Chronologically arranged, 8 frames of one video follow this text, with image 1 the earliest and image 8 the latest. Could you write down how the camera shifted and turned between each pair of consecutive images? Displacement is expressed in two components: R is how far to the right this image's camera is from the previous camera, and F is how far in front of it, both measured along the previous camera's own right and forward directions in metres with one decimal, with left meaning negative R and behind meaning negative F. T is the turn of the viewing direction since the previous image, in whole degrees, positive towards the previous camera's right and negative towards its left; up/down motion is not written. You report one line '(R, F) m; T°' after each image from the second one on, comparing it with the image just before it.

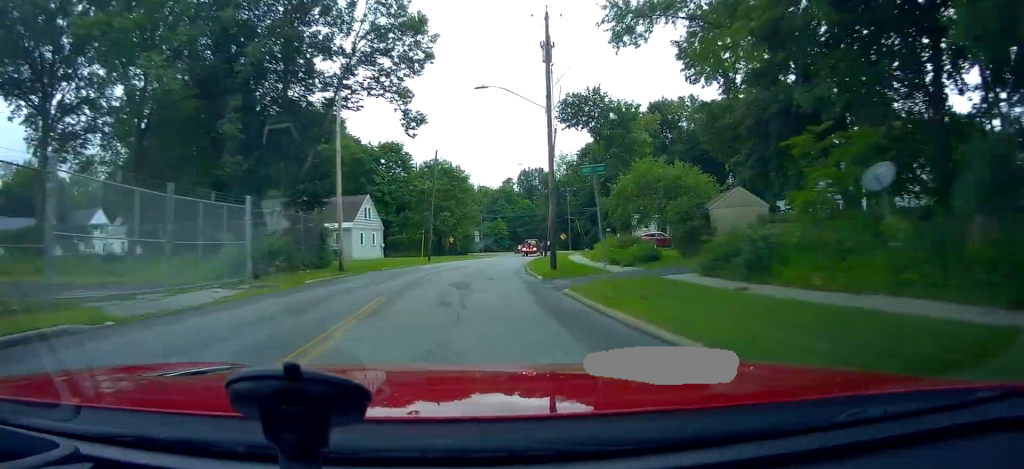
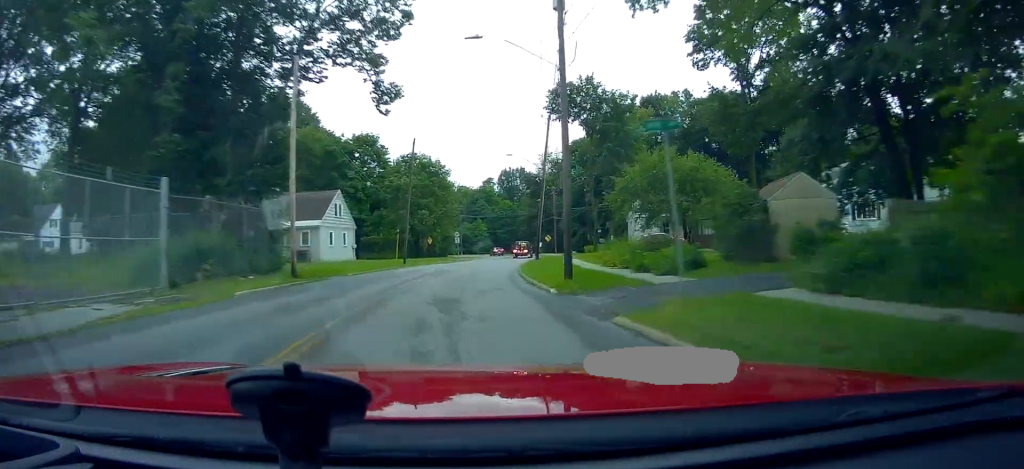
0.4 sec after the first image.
(+0.3, +5.6) m; +3°
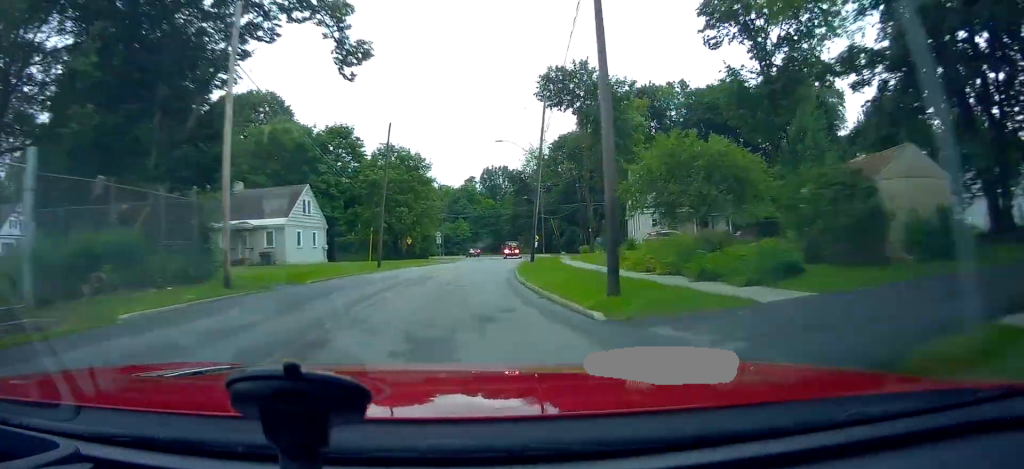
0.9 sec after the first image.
(0.0, +5.6) m; 0°
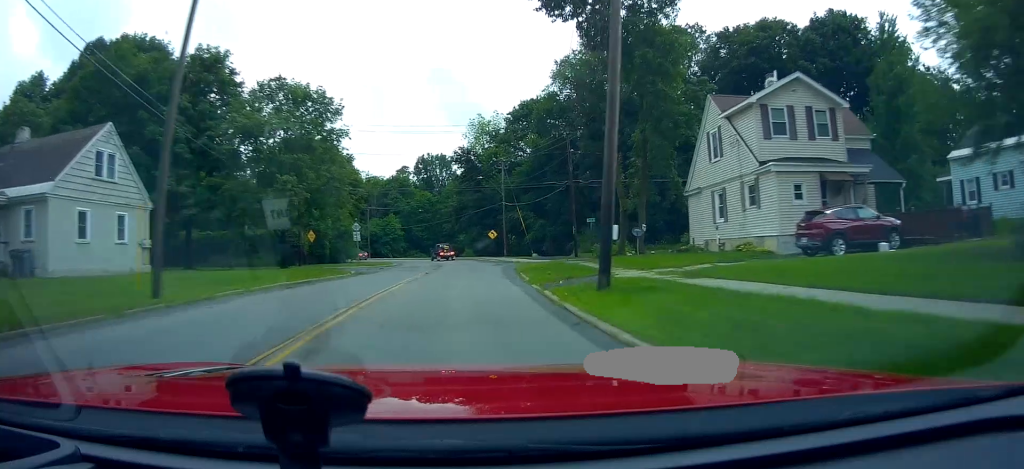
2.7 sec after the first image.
(+0.6, +24.6) m; +6°
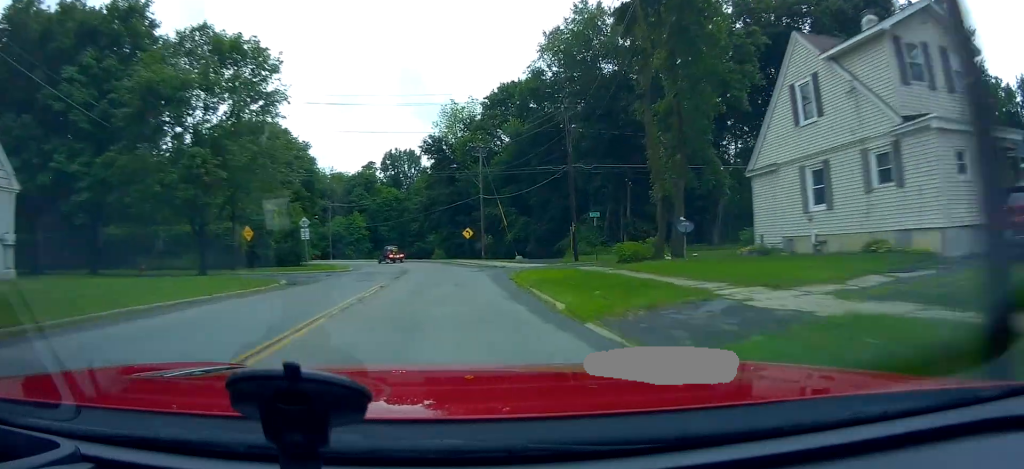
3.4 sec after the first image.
(+0.4, +9.4) m; +5°
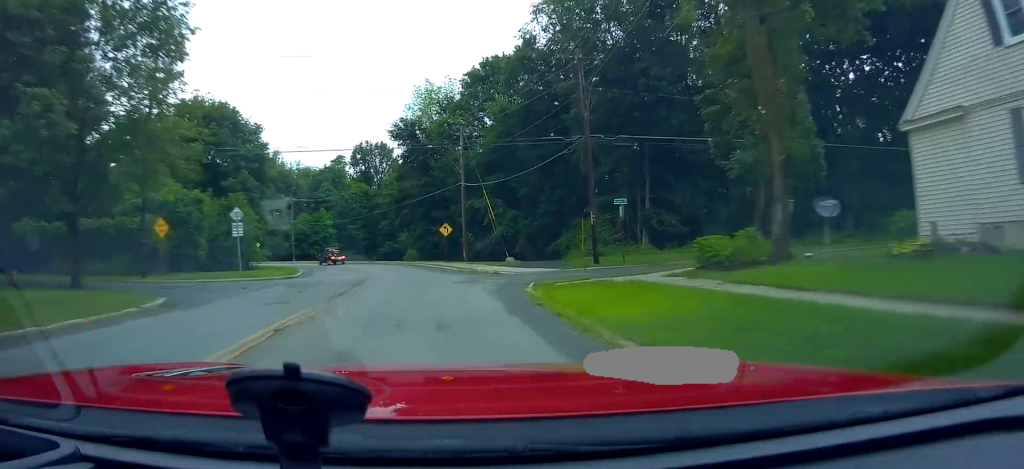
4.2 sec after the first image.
(+0.4, +9.8) m; +2°
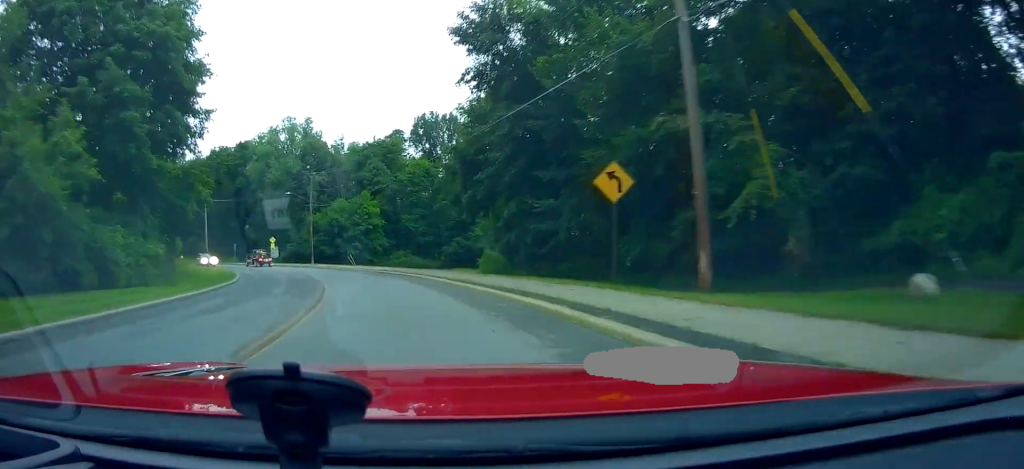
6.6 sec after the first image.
(-1.6, +31.5) m; -8°
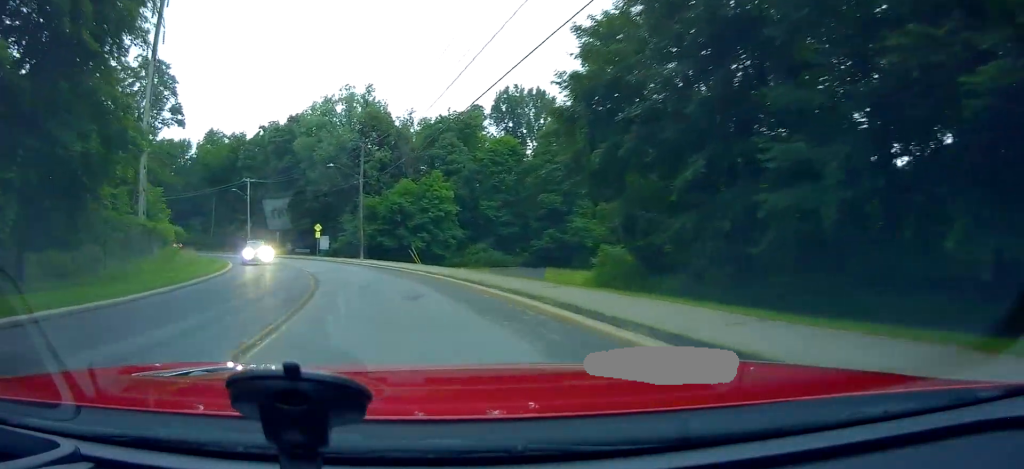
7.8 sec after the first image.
(-0.3, +15.2) m; -5°
